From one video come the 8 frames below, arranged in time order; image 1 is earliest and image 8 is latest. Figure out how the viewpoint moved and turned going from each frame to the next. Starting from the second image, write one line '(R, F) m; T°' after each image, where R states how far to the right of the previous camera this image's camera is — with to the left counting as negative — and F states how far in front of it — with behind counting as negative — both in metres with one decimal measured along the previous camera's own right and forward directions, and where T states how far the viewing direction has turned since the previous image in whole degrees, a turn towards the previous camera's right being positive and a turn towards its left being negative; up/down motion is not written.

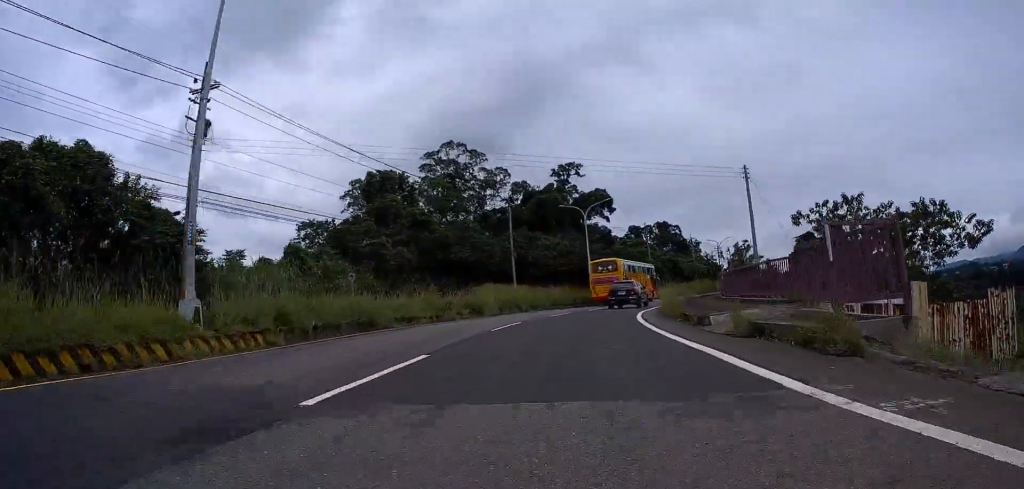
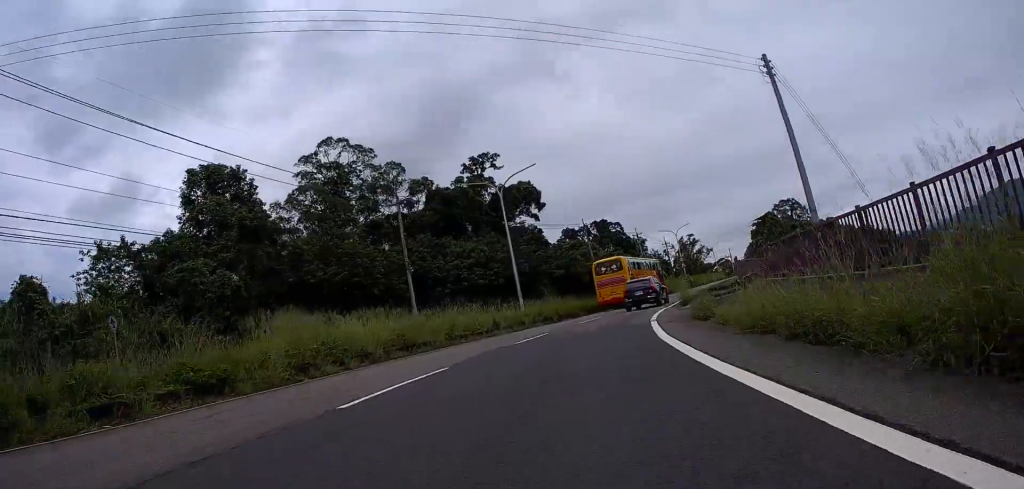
(-0.2, +17.6) m; +4°
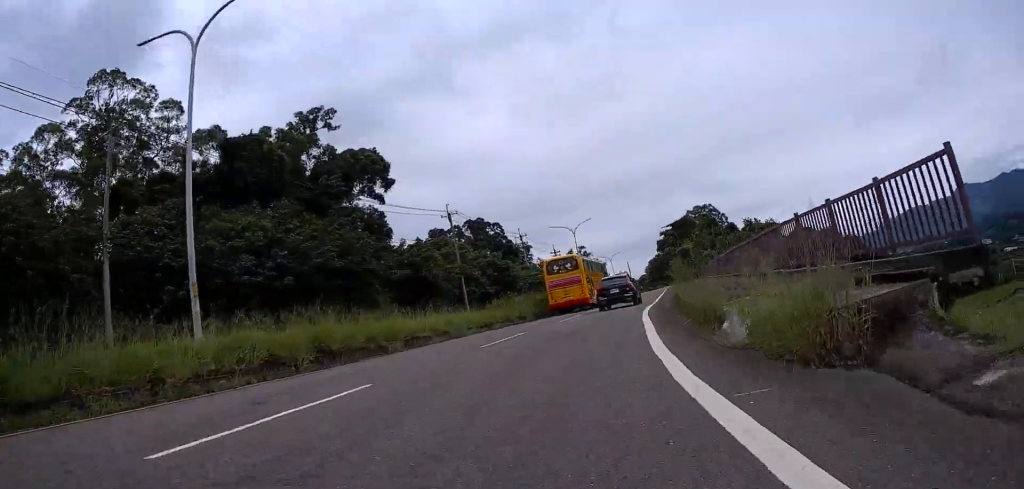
(+2.6, +21.7) m; +11°
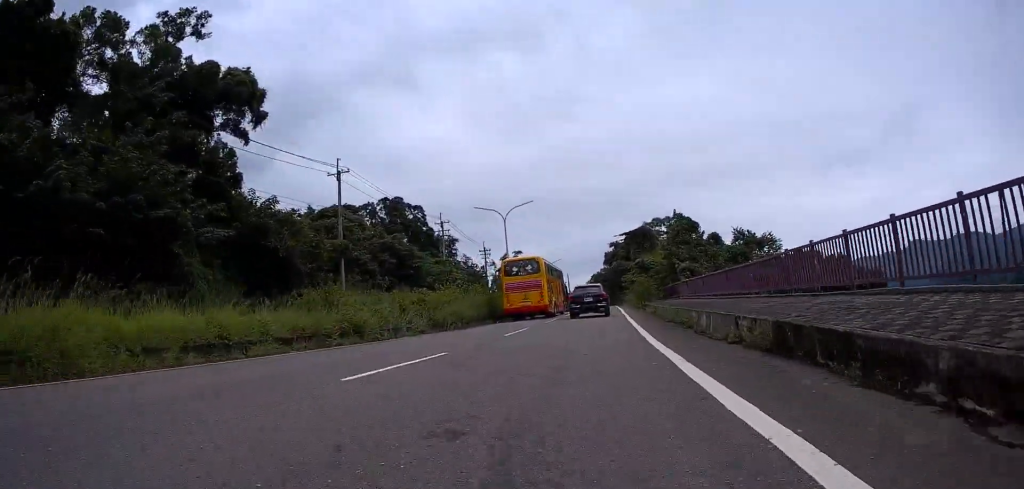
(+0.7, +16.9) m; +3°
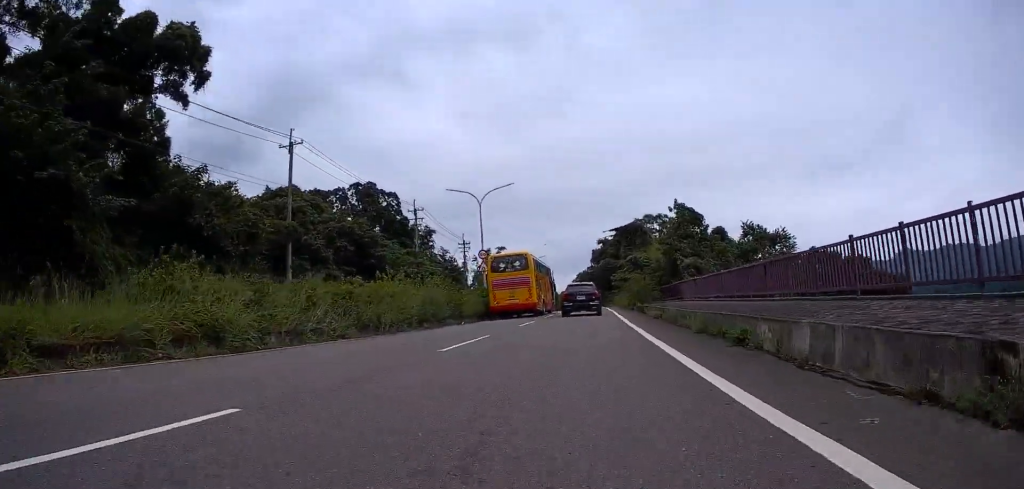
(-0.1, +6.3) m; +1°
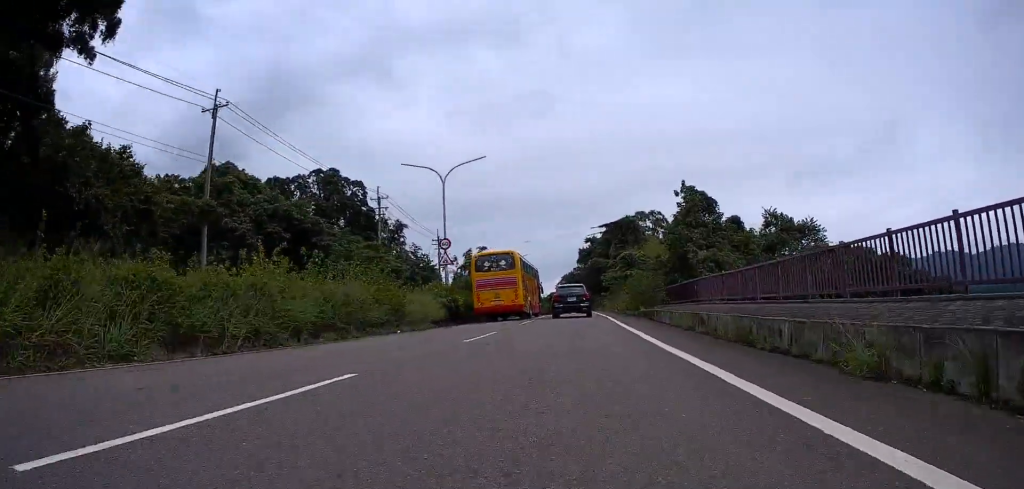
(+0.2, +7.9) m; +1°
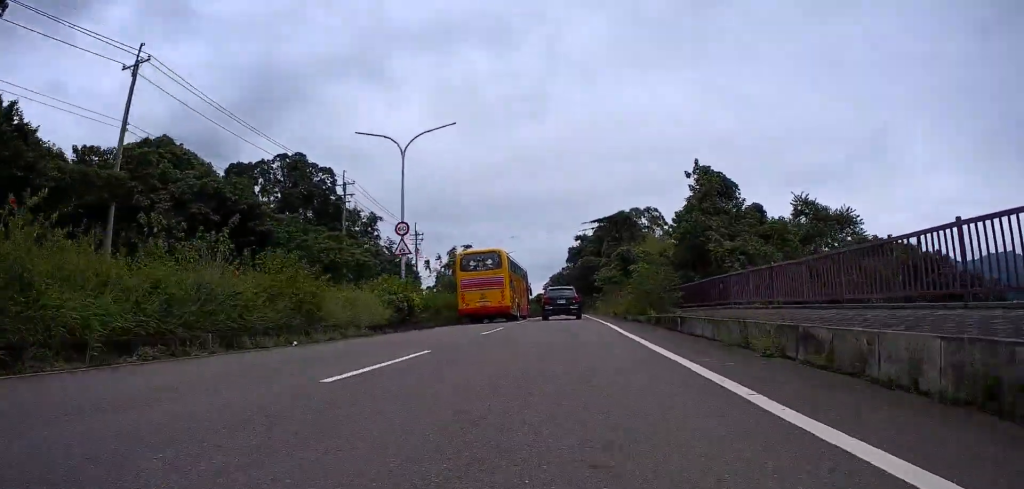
(+0.2, +6.4) m; +1°
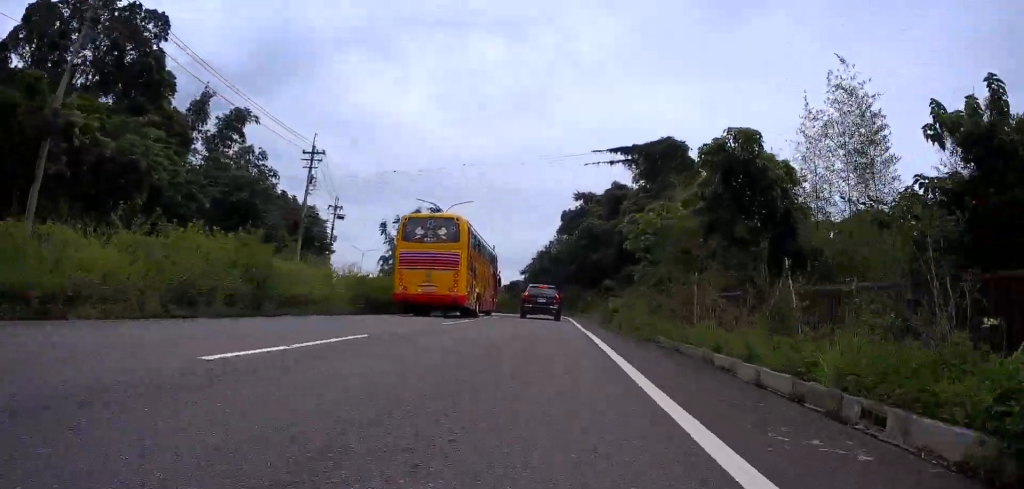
(+0.4, +30.5) m; +1°
